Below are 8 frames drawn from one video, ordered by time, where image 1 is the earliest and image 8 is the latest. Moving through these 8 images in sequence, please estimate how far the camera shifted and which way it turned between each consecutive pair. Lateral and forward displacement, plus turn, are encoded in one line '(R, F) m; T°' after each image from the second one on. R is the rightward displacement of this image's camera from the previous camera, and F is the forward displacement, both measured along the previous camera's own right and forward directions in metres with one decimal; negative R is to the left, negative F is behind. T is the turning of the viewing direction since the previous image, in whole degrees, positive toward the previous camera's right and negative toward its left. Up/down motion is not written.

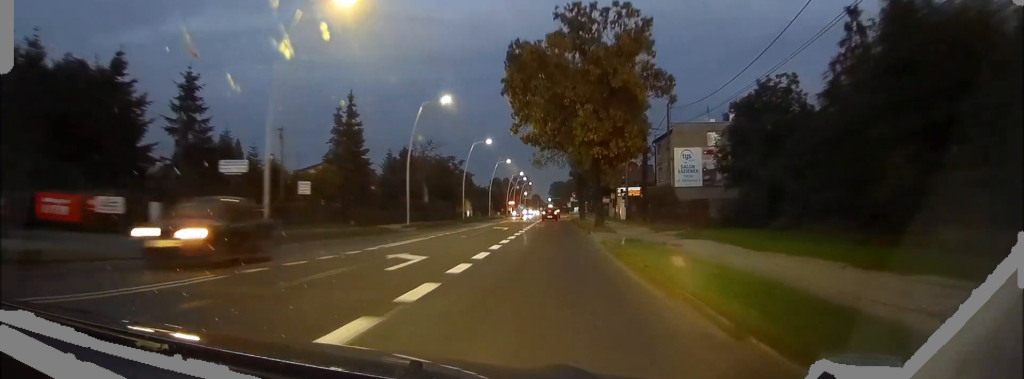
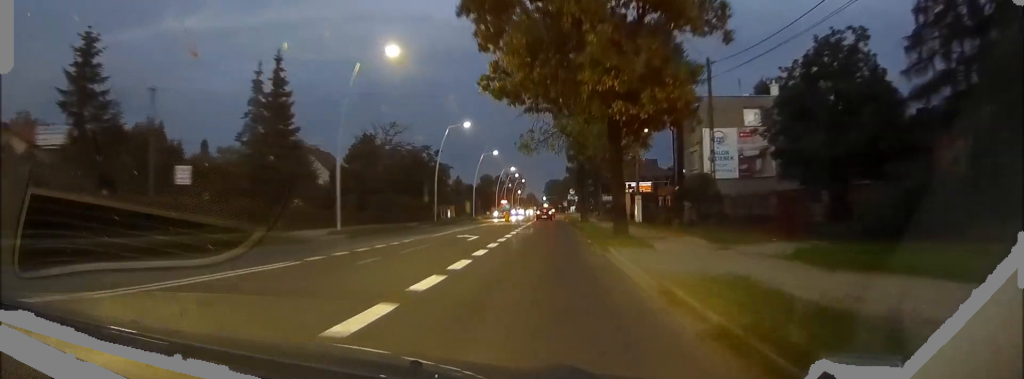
(0.0, +14.5) m; 0°
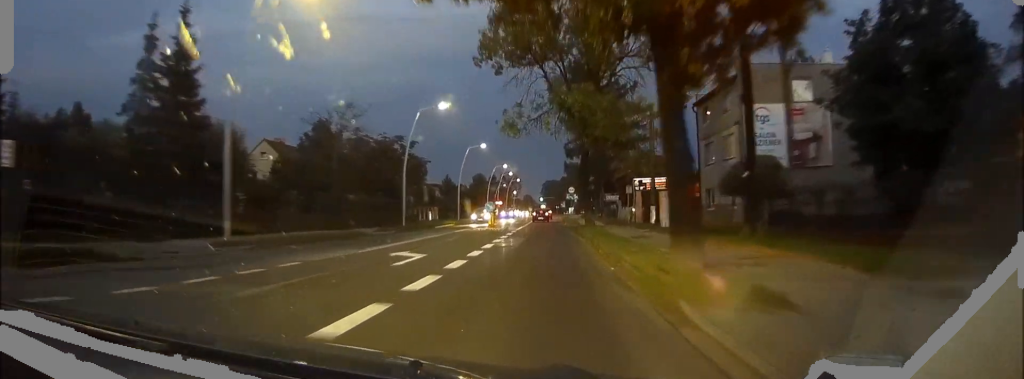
(0.0, +11.1) m; 0°
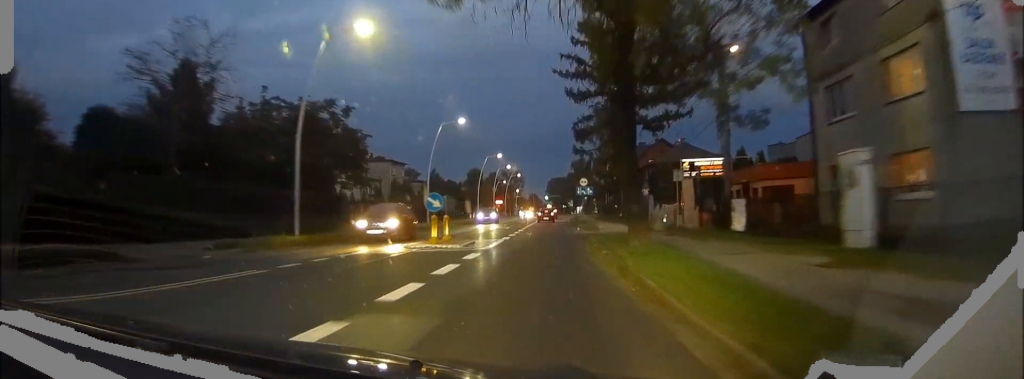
(0.0, +21.5) m; -1°
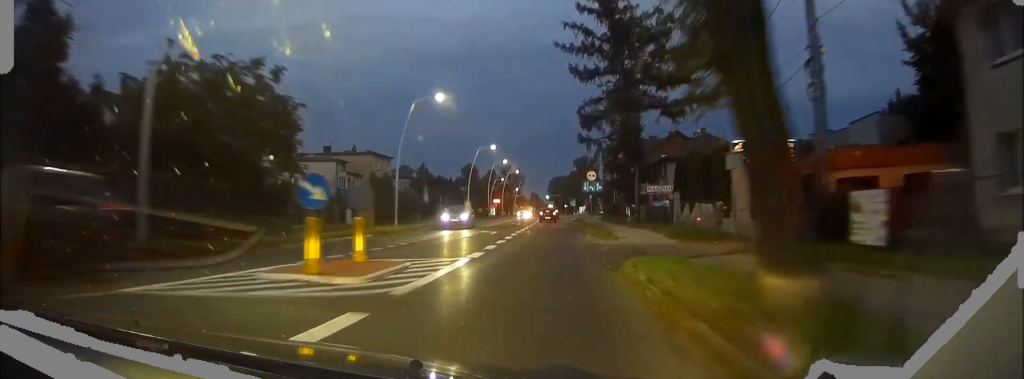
(-0.1, +11.5) m; 0°
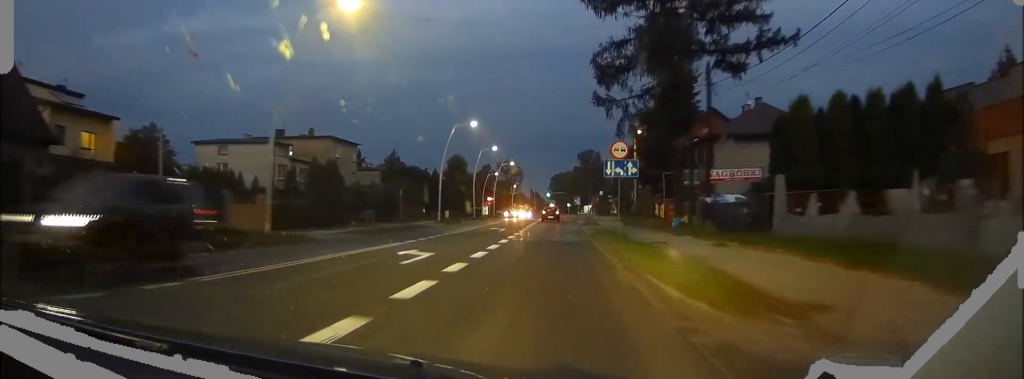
(0.0, +20.6) m; 0°
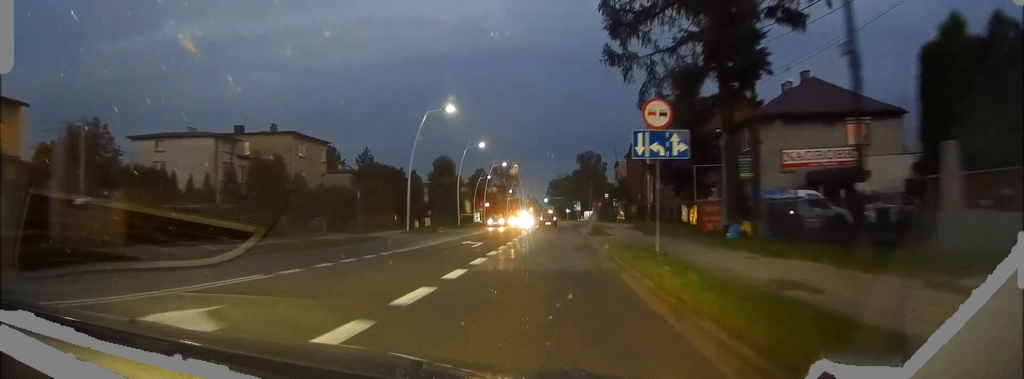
(-0.1, +11.8) m; 0°
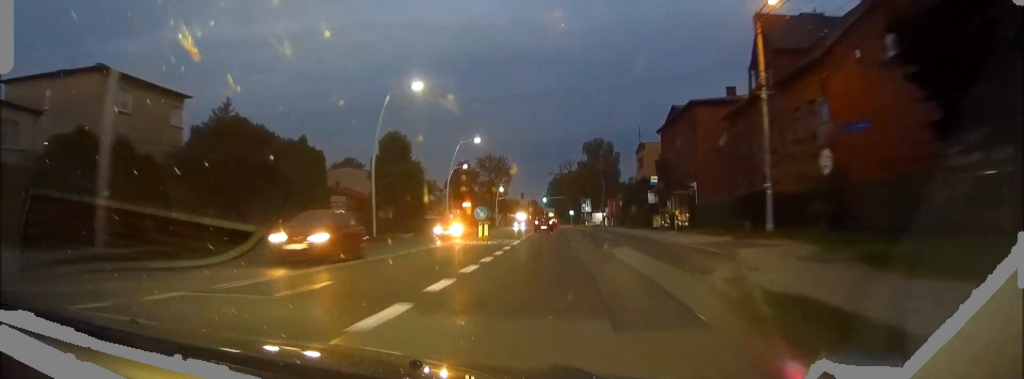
(+0.1, +33.9) m; 0°
